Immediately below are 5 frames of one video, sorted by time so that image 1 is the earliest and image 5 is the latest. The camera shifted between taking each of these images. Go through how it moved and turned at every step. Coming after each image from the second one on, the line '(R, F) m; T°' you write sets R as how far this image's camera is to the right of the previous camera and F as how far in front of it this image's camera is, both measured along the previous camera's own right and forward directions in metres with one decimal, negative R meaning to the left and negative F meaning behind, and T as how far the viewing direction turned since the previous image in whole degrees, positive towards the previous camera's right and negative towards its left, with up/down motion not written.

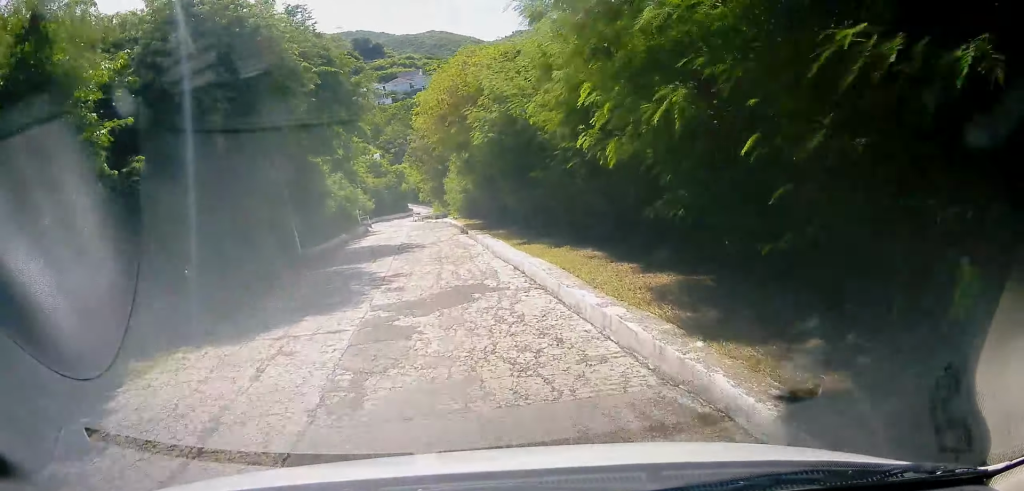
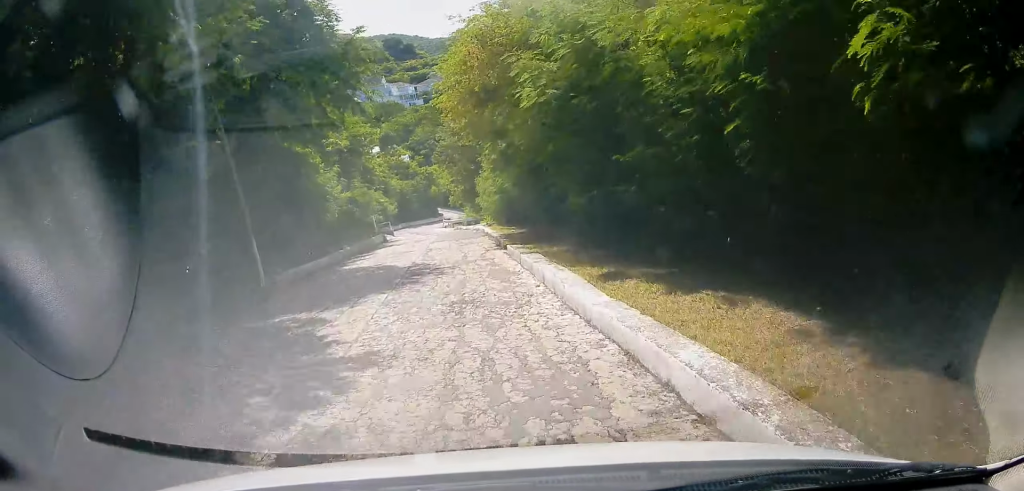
(0.0, +6.4) m; -3°
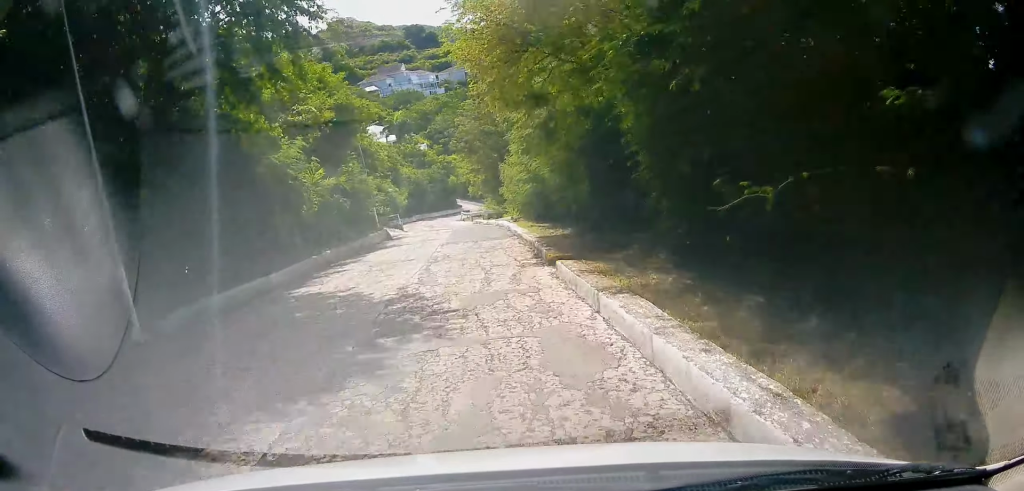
(-0.2, +6.3) m; -3°
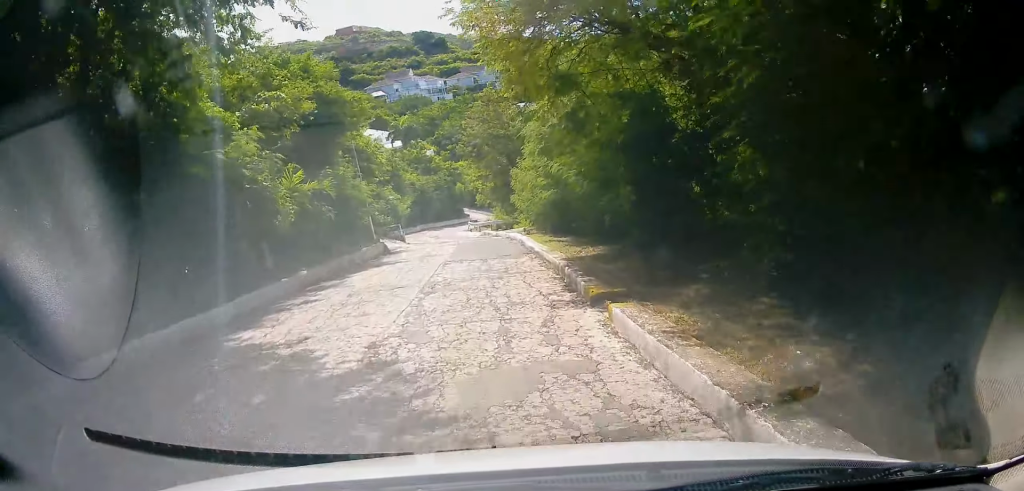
(-0.2, +3.4) m; -2°
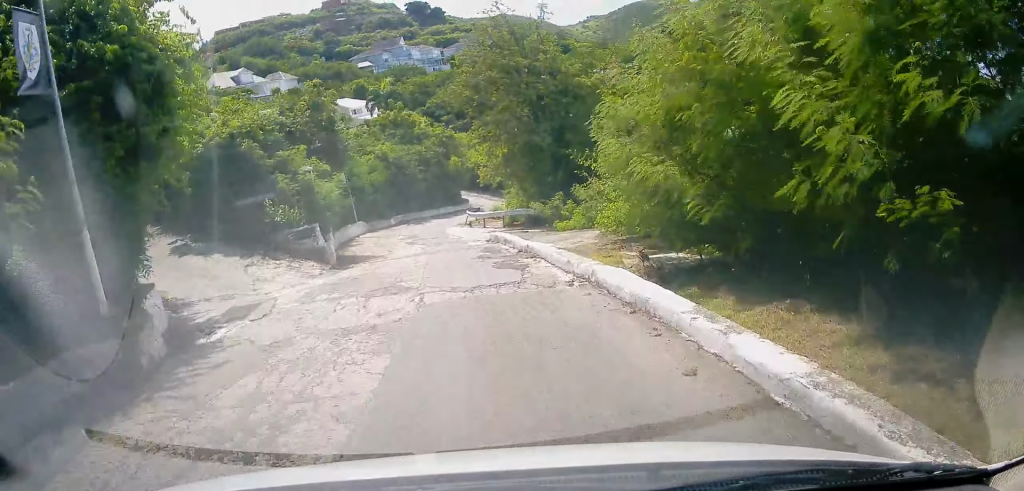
(-0.3, +20.5) m; -2°
